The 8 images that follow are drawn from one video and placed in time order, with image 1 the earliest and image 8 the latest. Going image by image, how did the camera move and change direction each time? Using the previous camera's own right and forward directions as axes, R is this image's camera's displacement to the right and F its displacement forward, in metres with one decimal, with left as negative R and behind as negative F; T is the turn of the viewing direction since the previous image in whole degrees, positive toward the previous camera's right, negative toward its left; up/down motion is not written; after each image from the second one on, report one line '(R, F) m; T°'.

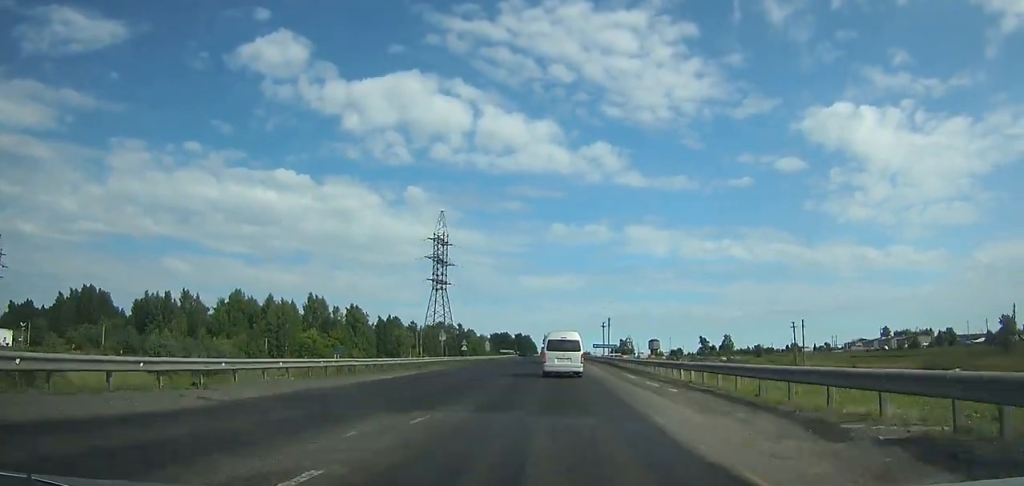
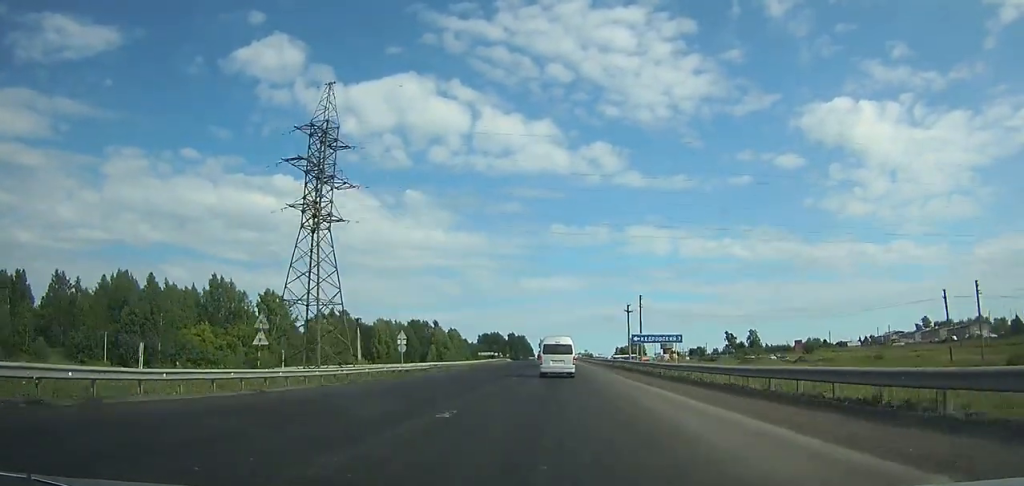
(+0.2, +61.9) m; 0°
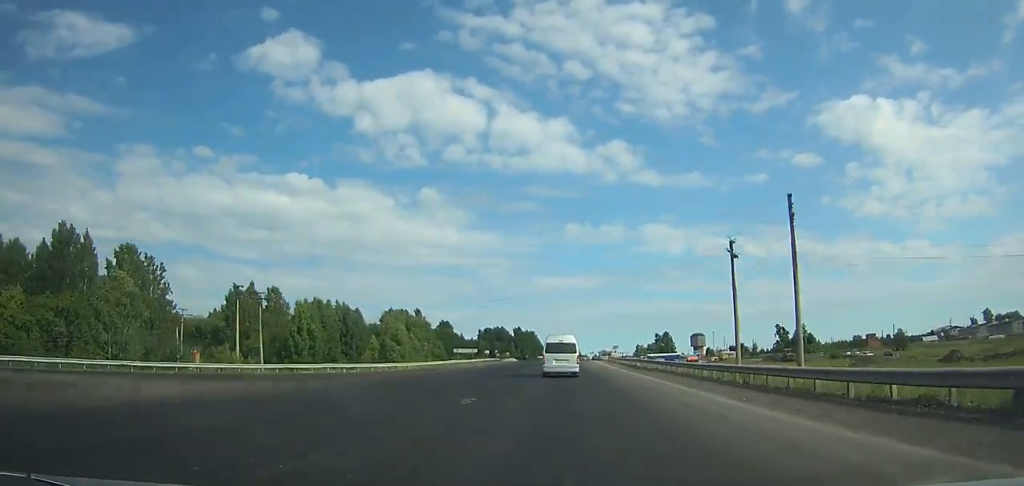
(-0.3, +56.4) m; -1°
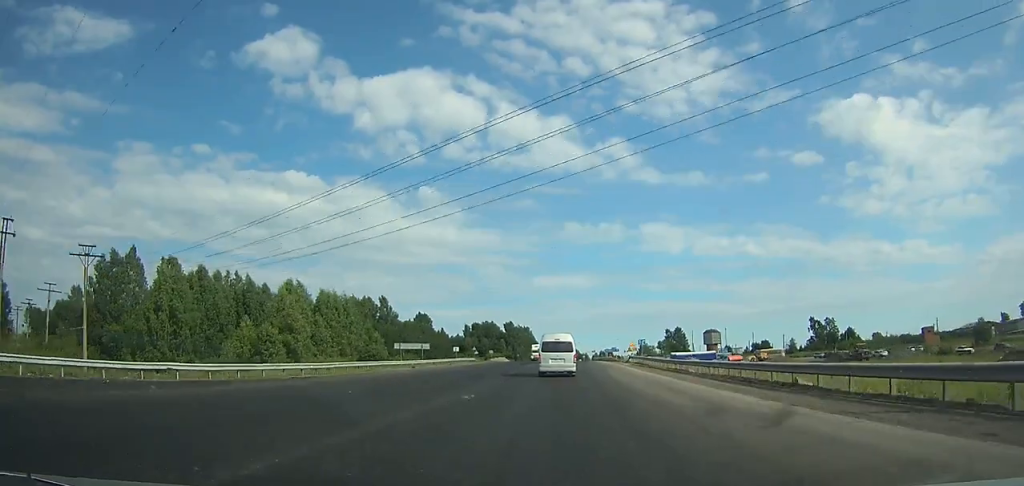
(-0.1, +38.6) m; 0°
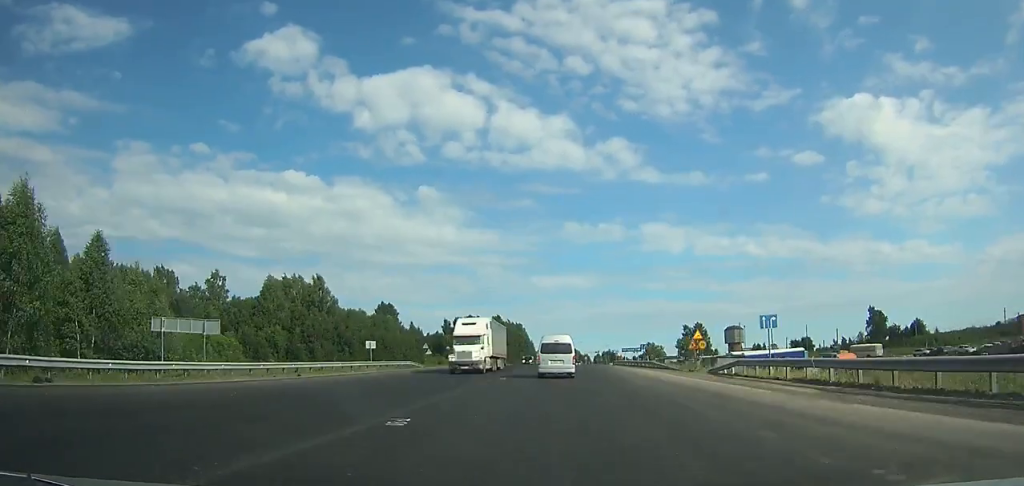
(+0.1, +45.4) m; 0°
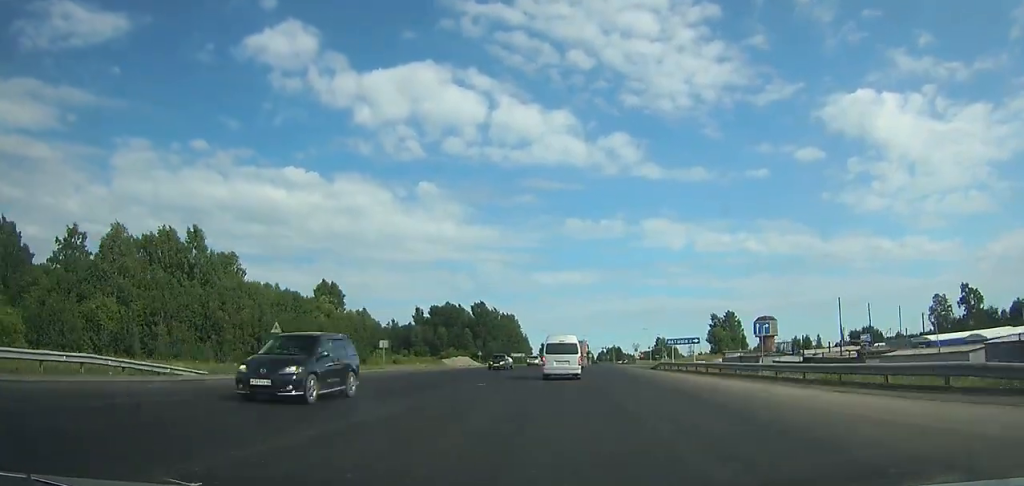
(+0.1, +43.7) m; 0°
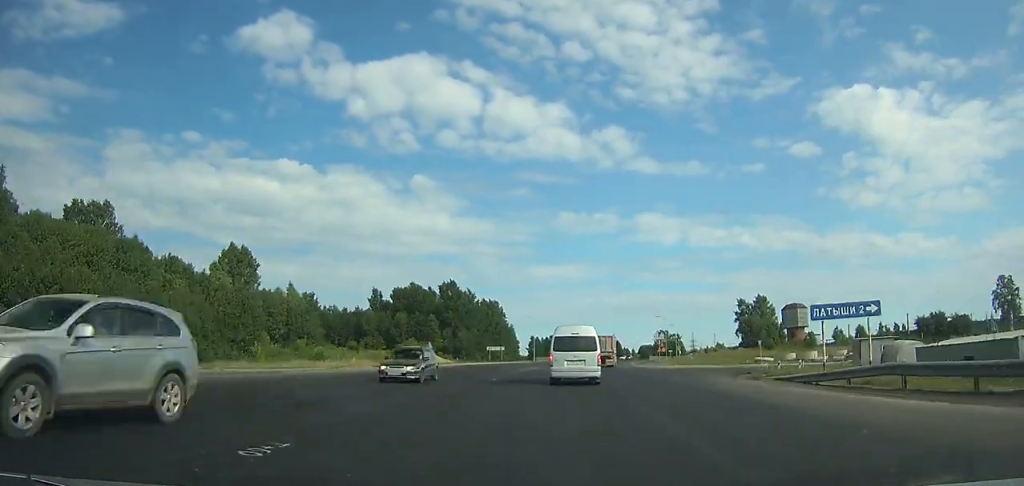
(-0.2, +34.8) m; +1°
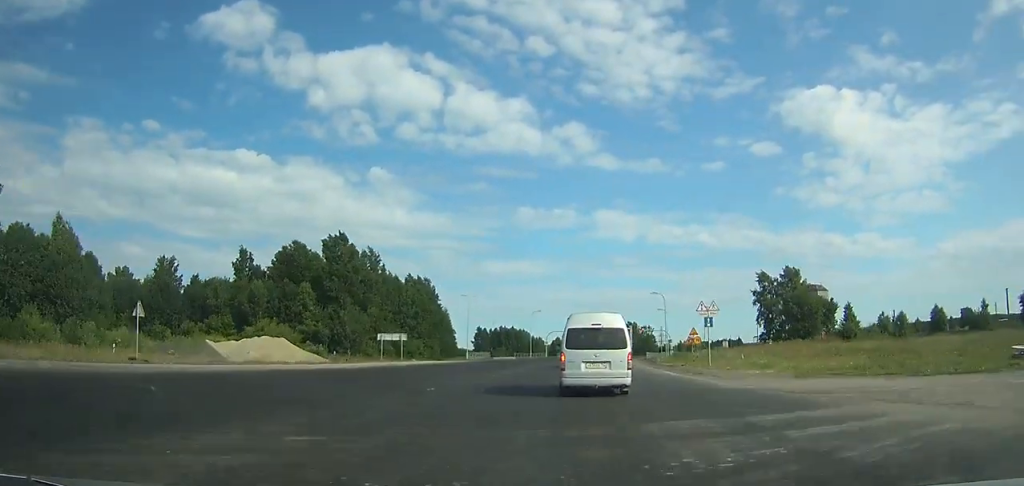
(+1.6, +47.0) m; +4°
